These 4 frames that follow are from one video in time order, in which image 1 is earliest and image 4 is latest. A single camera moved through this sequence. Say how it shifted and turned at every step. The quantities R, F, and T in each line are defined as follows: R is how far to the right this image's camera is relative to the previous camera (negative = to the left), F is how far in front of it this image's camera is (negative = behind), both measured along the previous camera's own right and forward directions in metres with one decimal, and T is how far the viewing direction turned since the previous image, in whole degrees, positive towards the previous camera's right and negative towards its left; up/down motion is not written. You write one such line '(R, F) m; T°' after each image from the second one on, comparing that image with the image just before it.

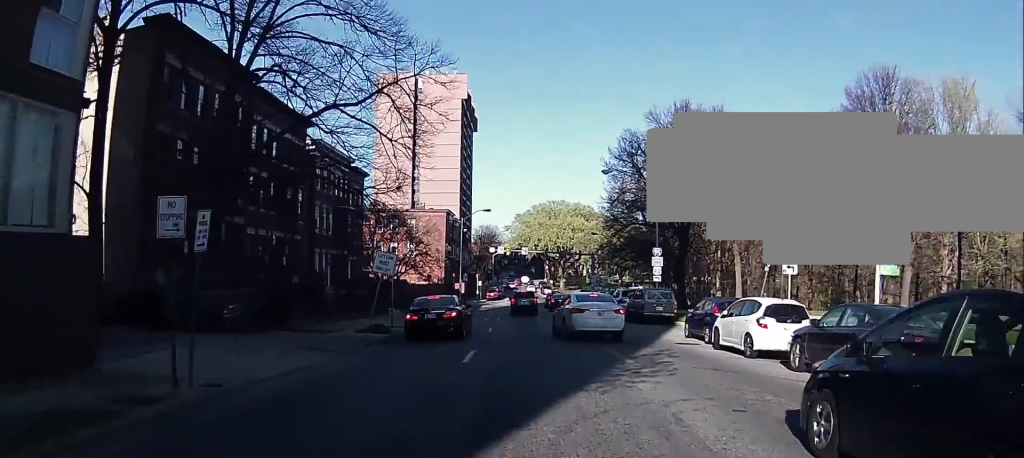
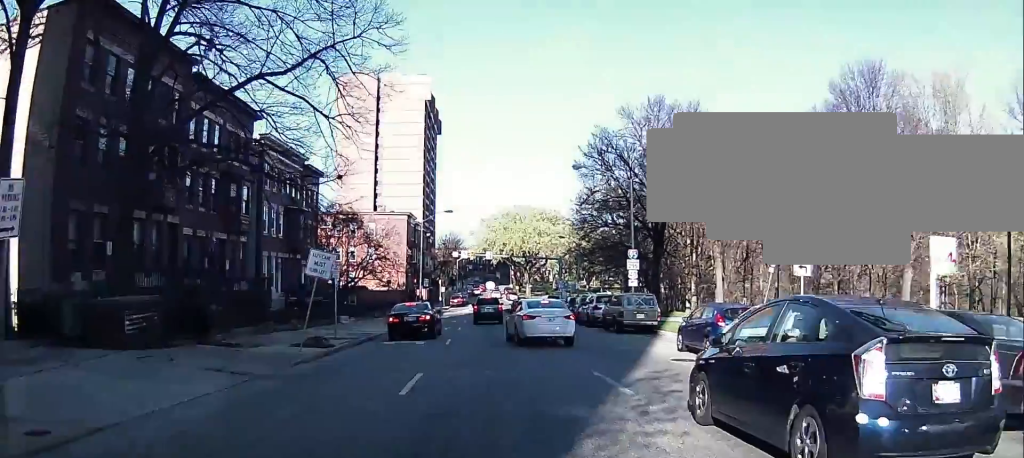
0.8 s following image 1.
(+0.4, +5.5) m; +8°
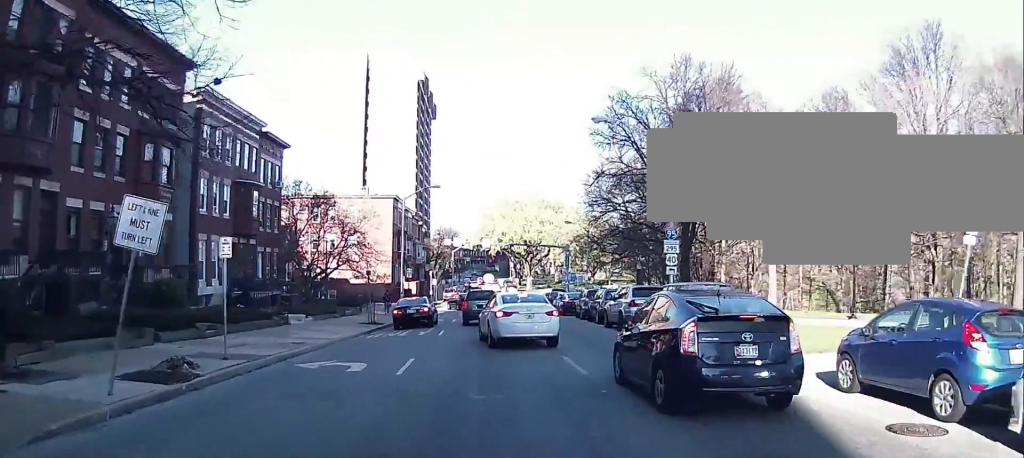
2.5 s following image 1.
(+1.1, +9.1) m; +11°
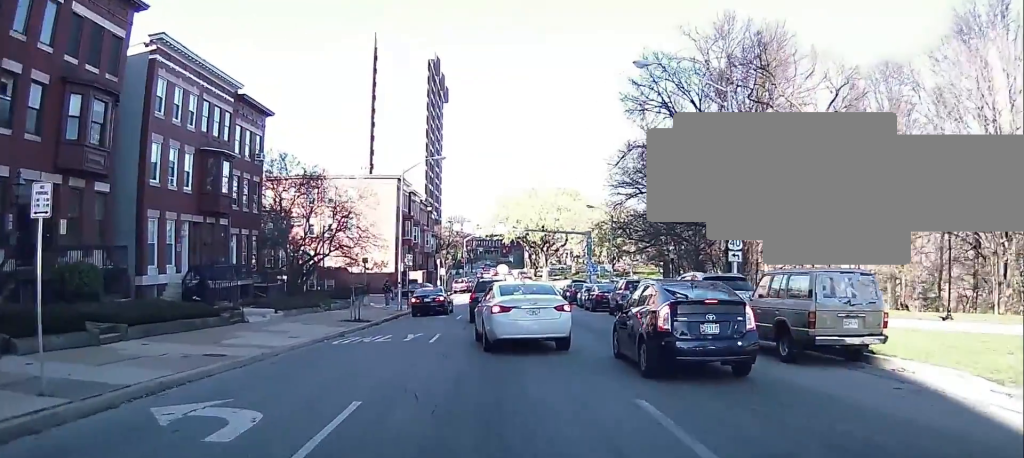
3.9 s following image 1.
(0.0, +8.0) m; +2°
